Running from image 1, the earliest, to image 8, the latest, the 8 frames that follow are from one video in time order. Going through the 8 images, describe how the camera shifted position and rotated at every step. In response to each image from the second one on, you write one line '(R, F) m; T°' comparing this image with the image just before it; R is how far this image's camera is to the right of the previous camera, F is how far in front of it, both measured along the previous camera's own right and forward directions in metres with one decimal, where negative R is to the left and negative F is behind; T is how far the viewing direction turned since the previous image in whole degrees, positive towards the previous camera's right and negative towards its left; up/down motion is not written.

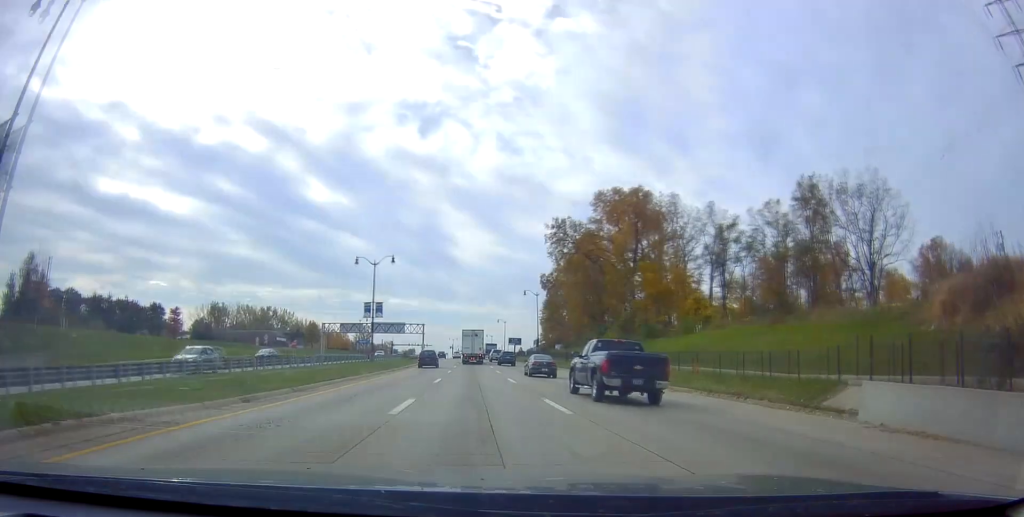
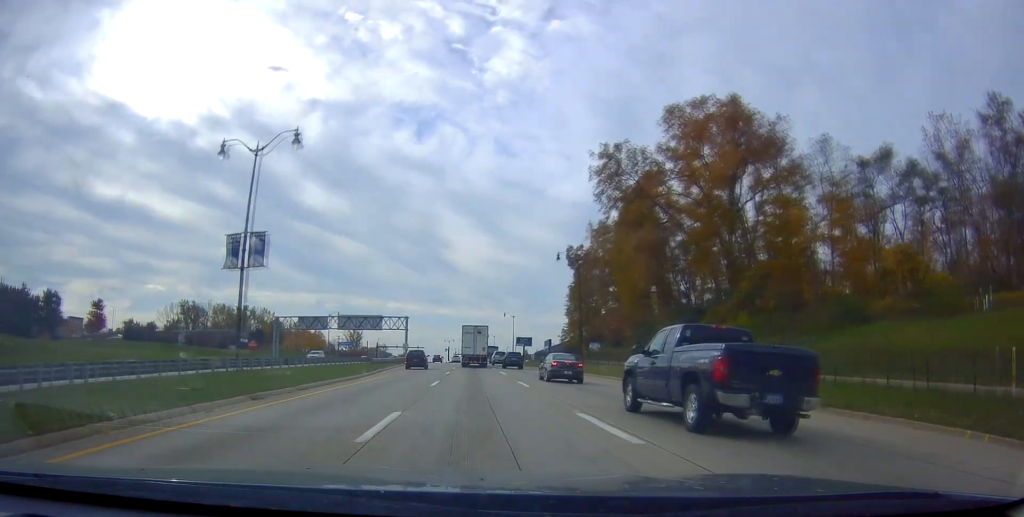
(-0.4, +34.9) m; +1°
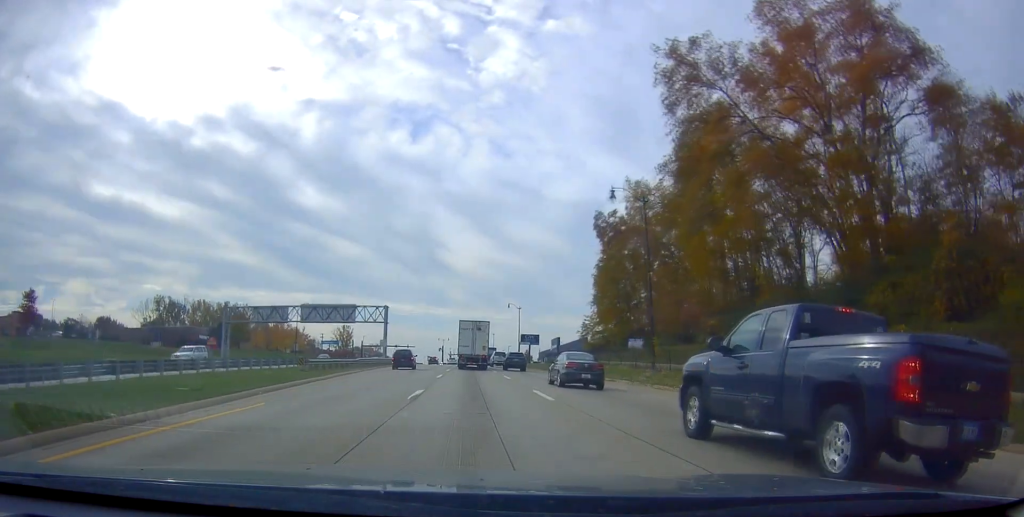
(+0.4, +22.4) m; +1°
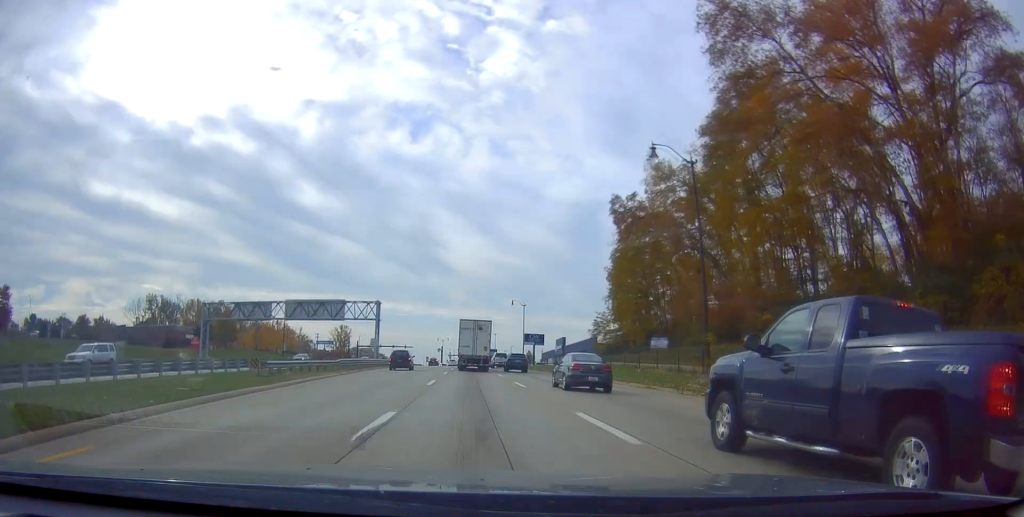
(0.0, +8.2) m; 0°
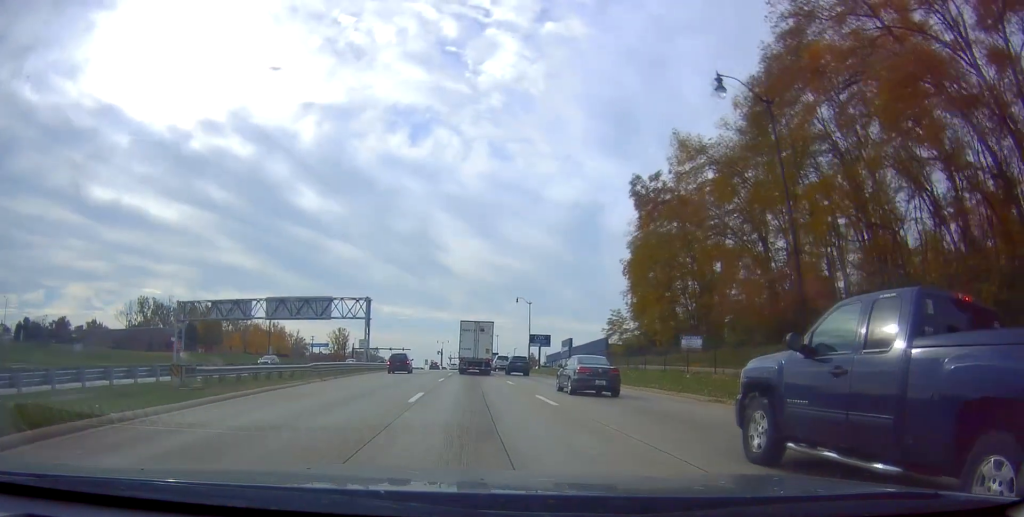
(0.0, +8.3) m; -1°
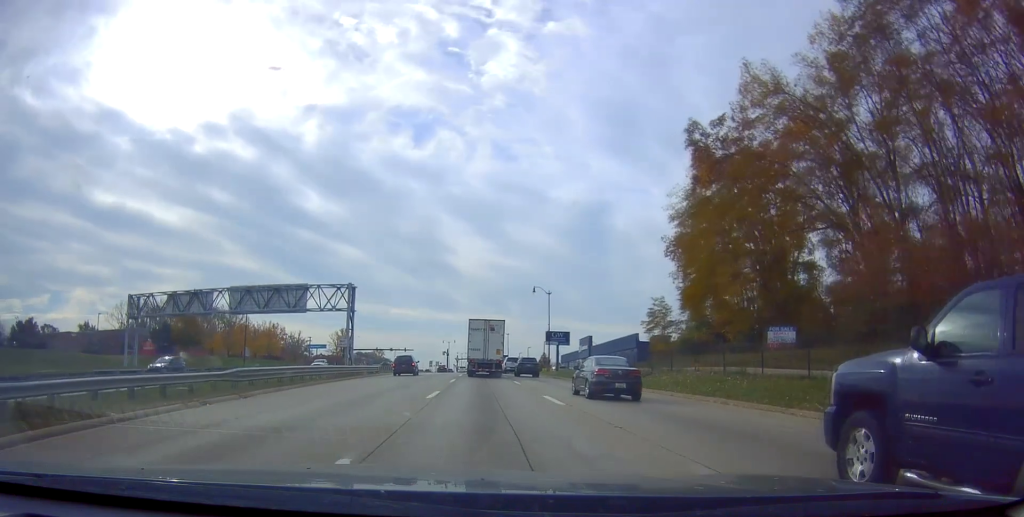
(-0.2, +14.1) m; -1°
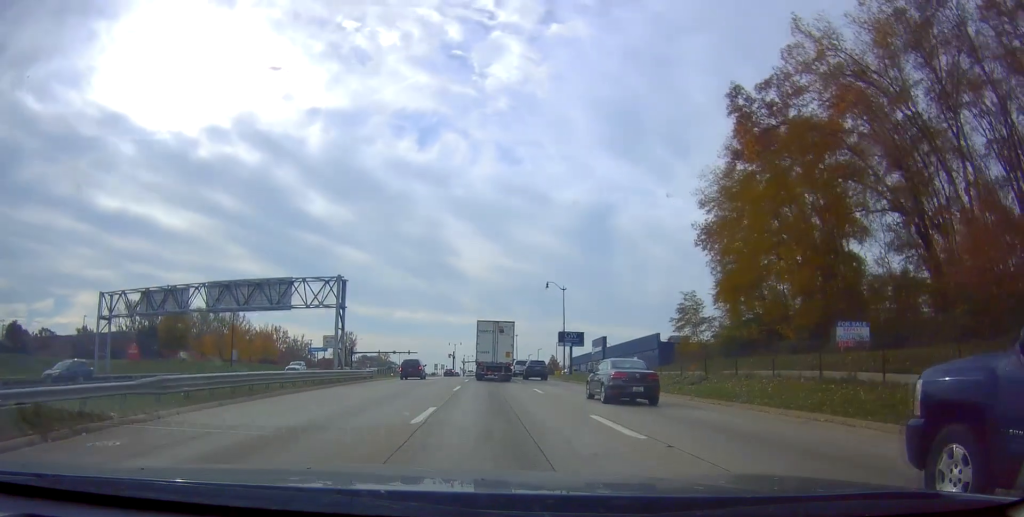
(-0.2, +6.9) m; 0°
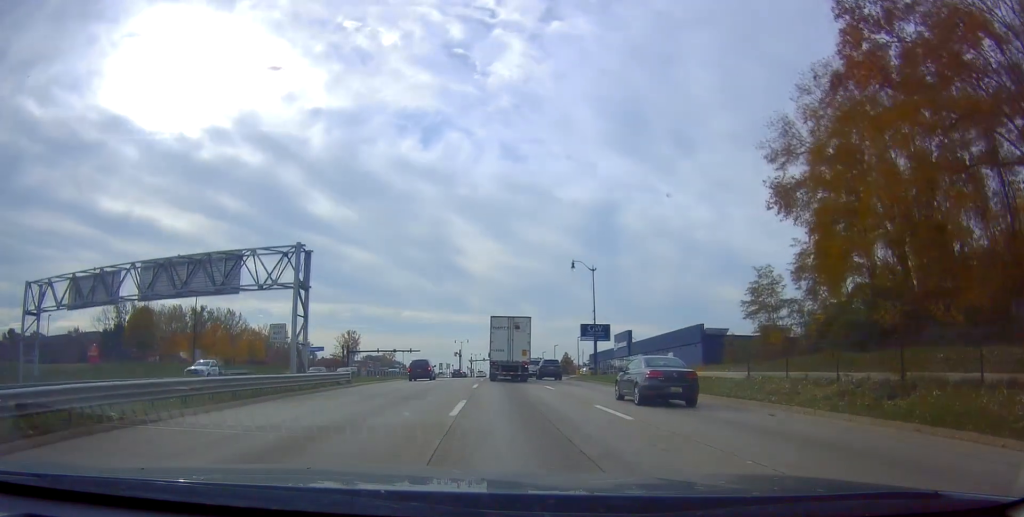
(+0.3, +12.7) m; -1°
